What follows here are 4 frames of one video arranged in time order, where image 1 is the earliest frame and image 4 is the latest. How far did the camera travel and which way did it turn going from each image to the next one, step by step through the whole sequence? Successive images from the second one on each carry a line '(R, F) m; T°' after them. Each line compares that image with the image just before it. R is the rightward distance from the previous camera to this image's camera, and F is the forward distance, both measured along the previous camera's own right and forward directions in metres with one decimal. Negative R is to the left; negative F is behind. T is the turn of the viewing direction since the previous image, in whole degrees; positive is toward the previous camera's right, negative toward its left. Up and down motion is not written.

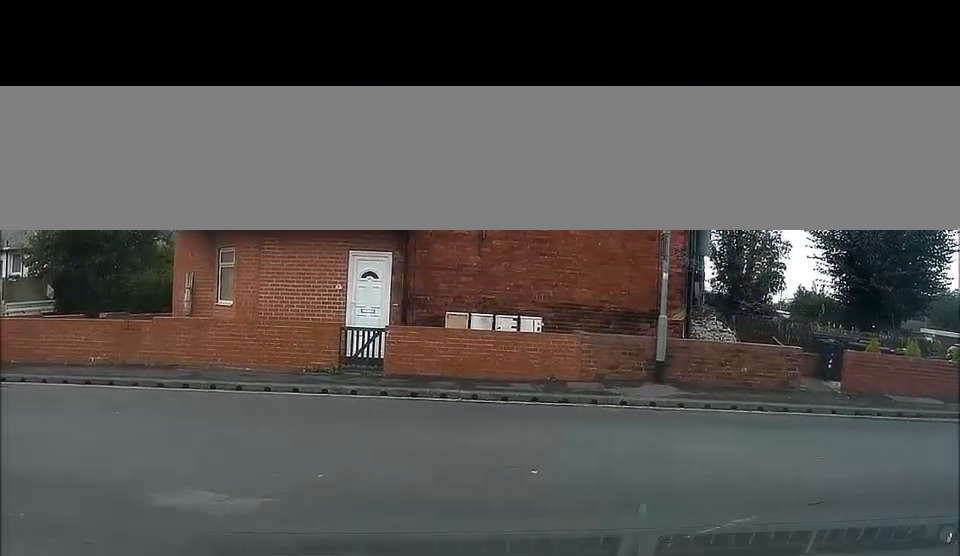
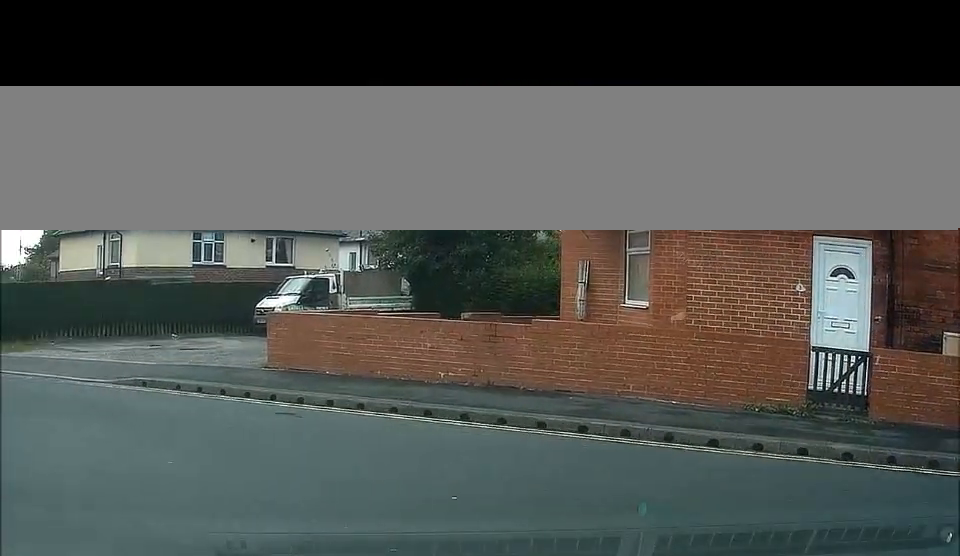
(-1.7, +5.3) m; -48°
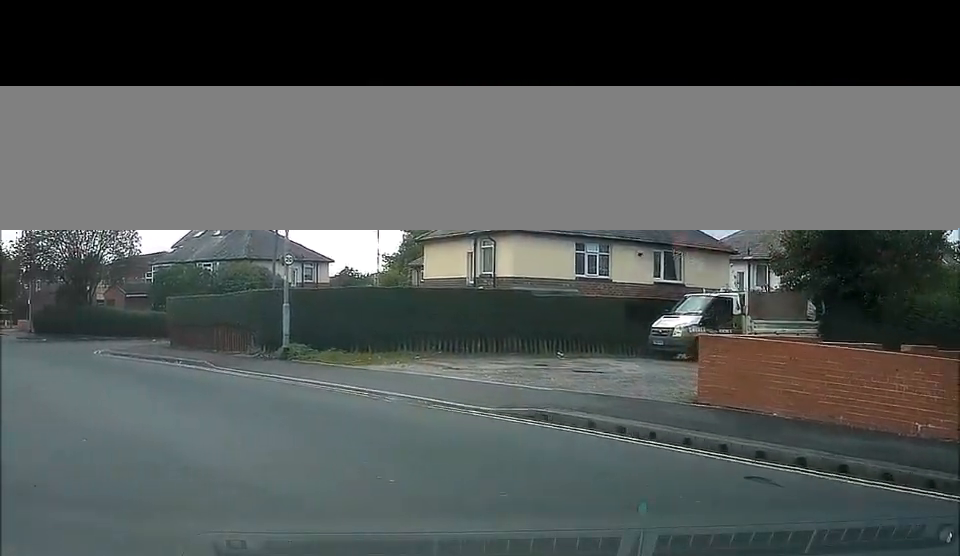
(-0.6, +3.1) m; -15°
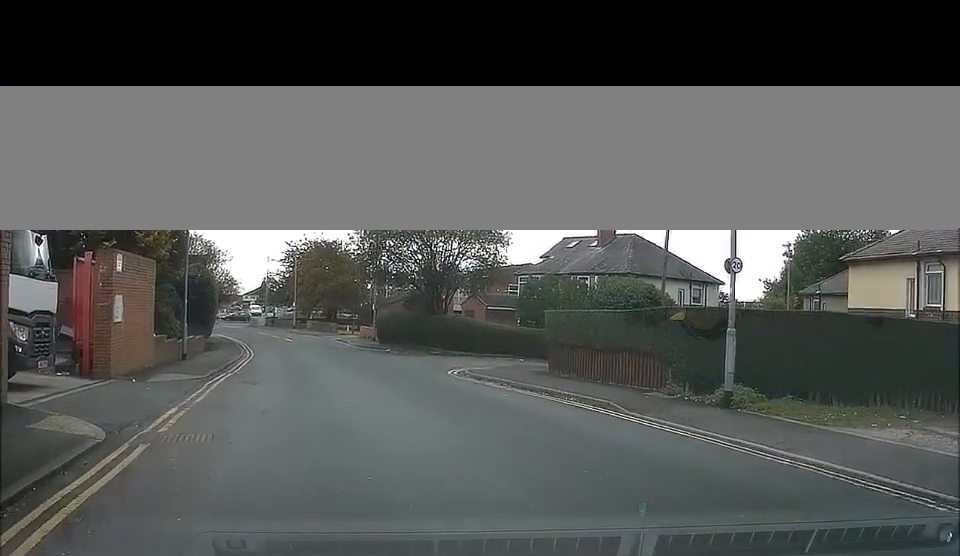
(-0.7, +6.8) m; -12°
